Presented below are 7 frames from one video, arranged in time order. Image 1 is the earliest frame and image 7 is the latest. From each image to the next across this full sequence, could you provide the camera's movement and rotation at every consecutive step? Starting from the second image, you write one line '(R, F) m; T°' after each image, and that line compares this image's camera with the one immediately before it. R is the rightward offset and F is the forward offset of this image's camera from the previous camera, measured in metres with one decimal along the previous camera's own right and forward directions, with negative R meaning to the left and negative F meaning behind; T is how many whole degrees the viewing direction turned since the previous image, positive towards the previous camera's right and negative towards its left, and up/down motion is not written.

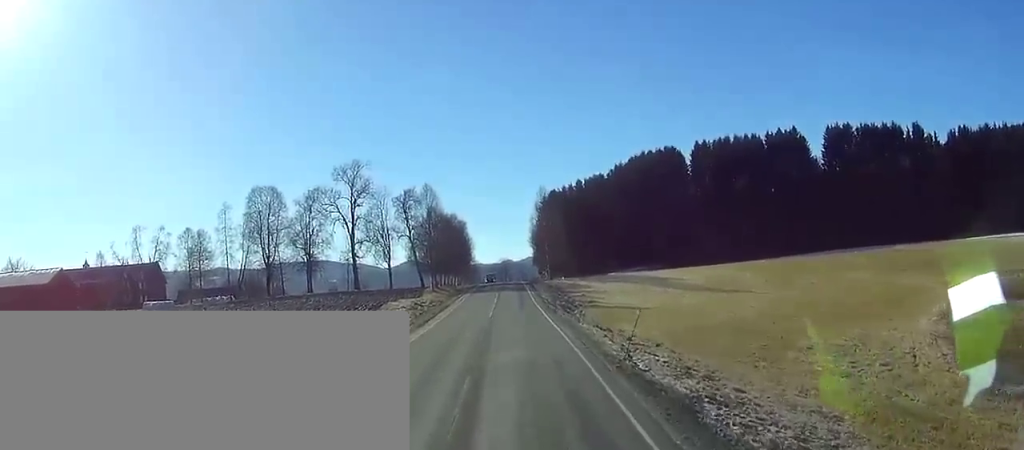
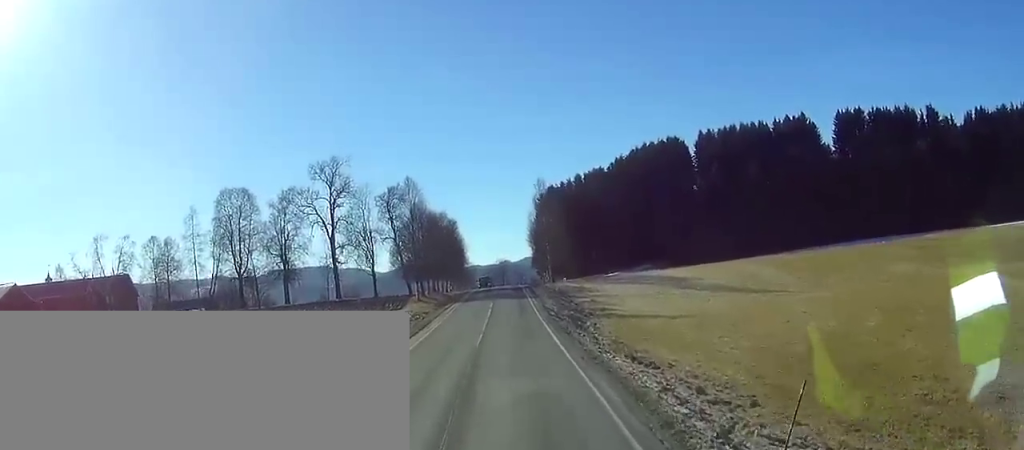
(0.0, +15.4) m; 0°
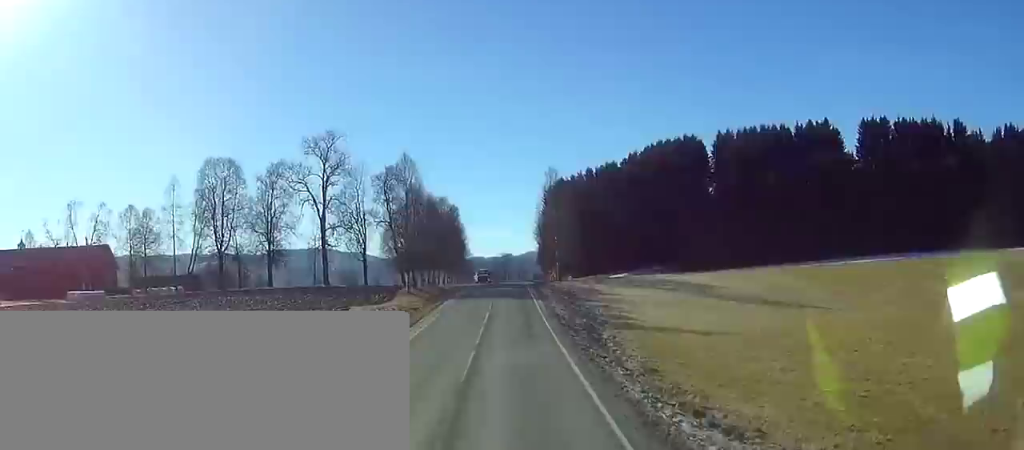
(0.0, +11.7) m; 0°
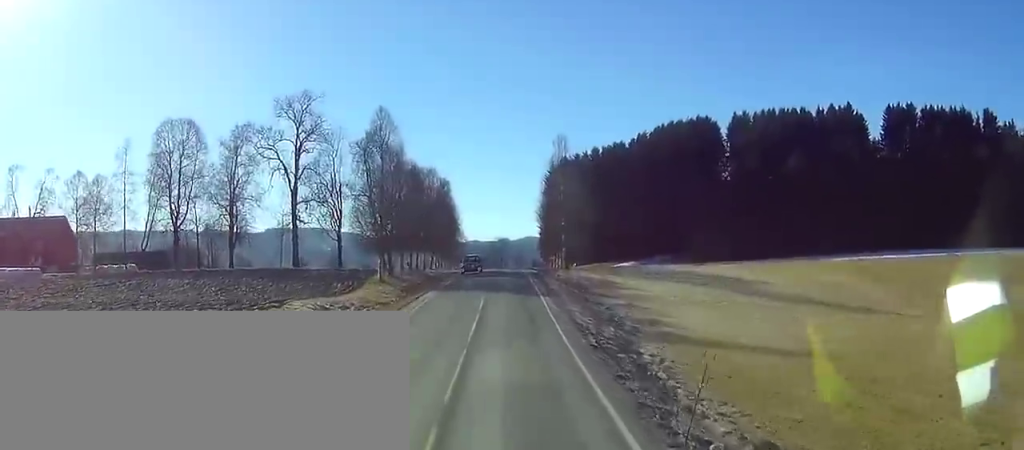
(0.0, +18.2) m; 0°
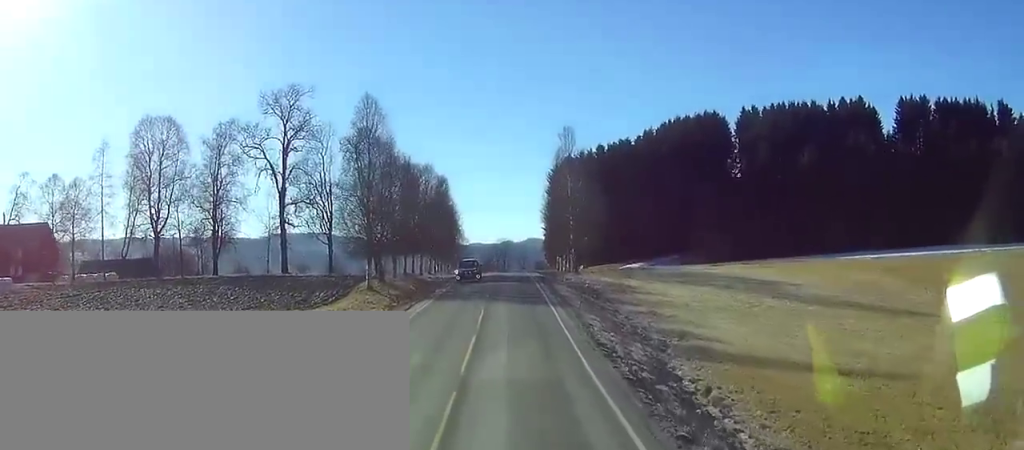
(0.0, +7.9) m; 0°
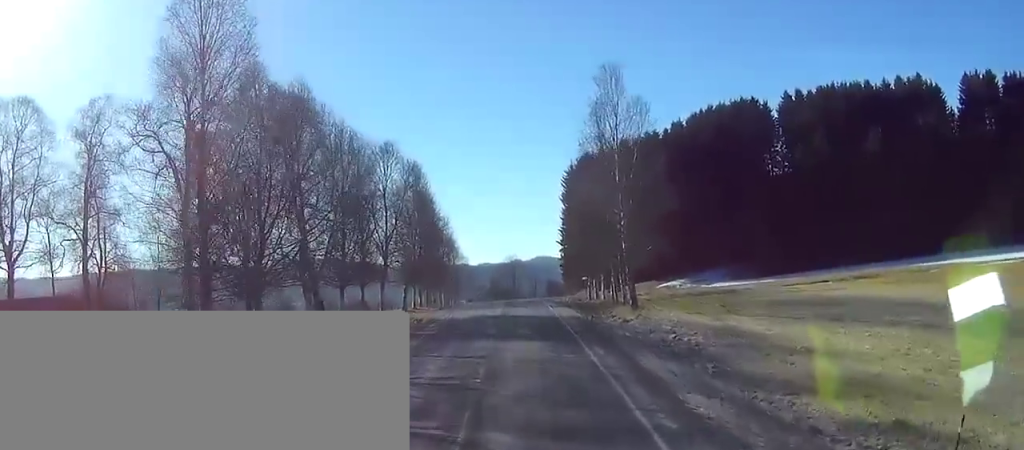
(+0.4, +35.7) m; +1°
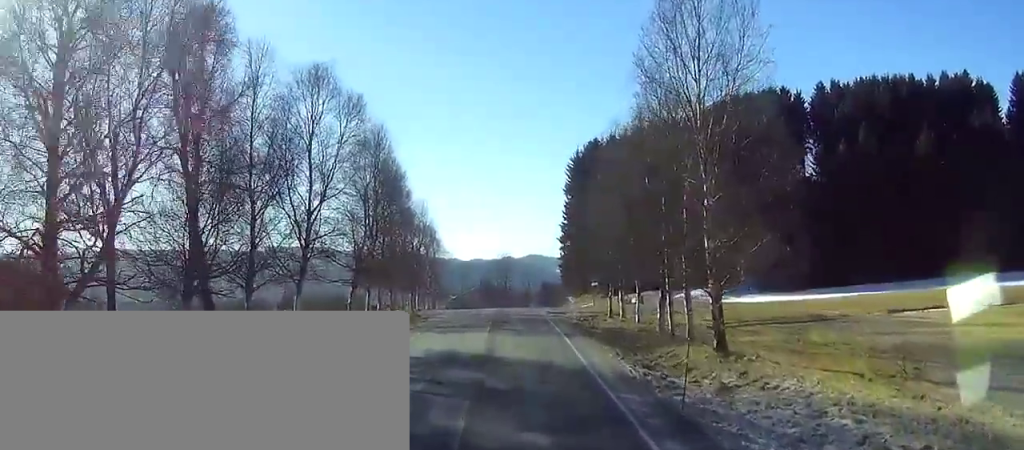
(0.0, +23.1) m; 0°
